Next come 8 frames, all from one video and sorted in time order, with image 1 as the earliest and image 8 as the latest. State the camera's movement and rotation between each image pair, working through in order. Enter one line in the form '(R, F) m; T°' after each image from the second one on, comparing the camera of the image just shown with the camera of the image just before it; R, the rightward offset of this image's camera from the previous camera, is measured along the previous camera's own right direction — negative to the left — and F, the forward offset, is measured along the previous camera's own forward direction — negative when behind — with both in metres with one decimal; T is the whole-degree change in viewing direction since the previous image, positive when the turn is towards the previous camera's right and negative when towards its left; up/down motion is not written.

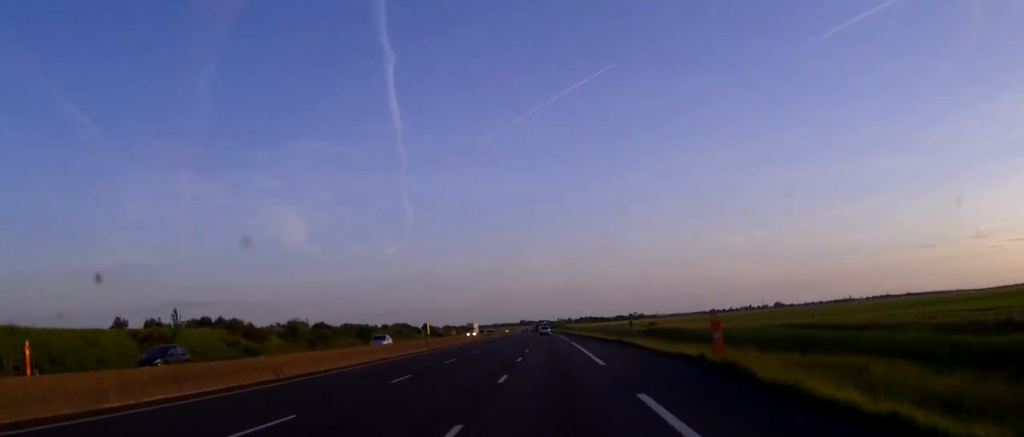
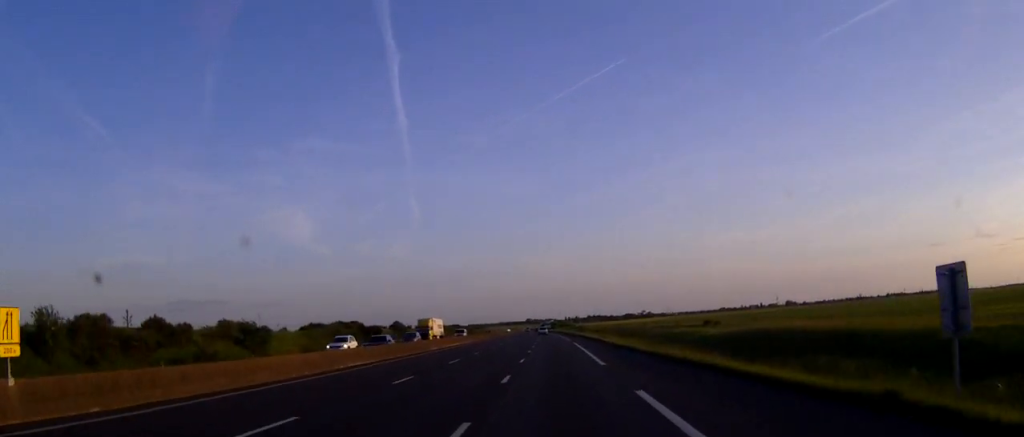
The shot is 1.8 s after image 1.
(-0.3, +50.6) m; 0°
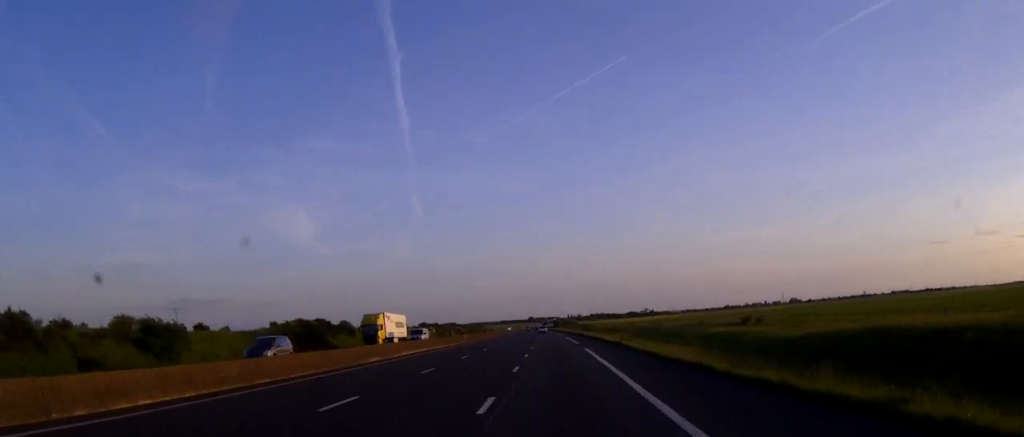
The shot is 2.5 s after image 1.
(0.0, +20.7) m; 0°
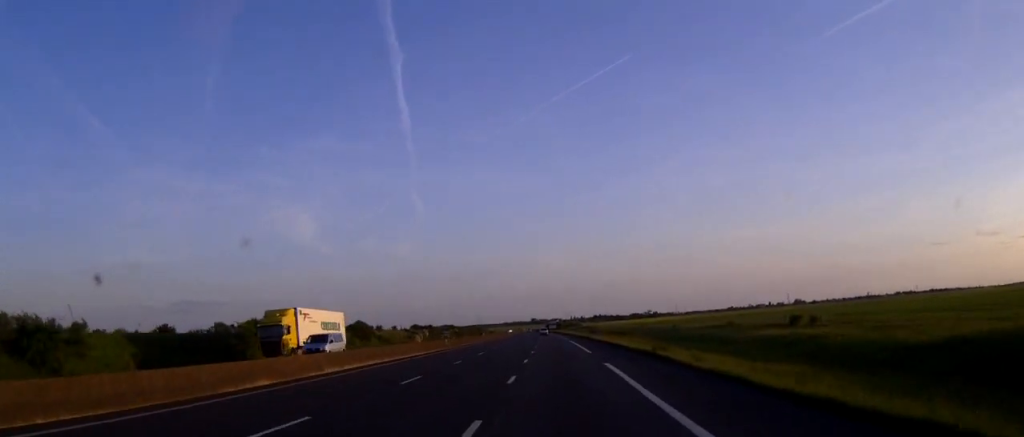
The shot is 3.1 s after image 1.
(0.0, +17.0) m; 0°
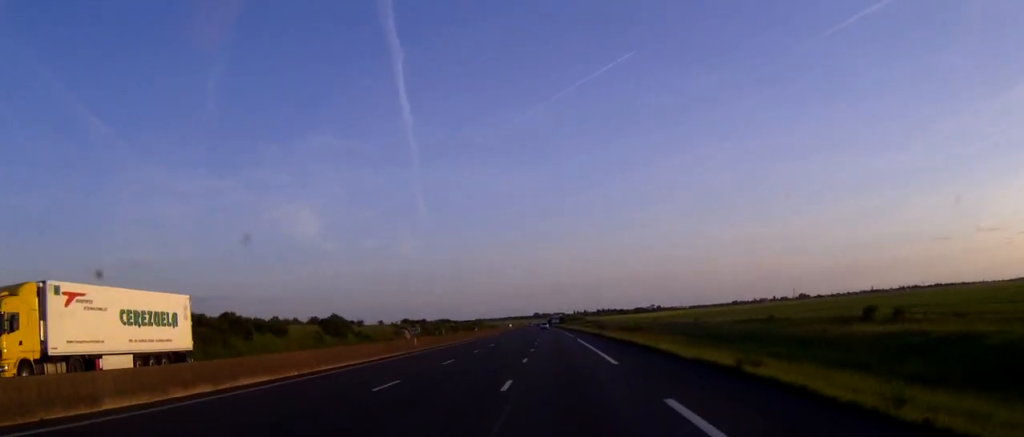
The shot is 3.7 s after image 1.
(0.0, +17.0) m; 0°
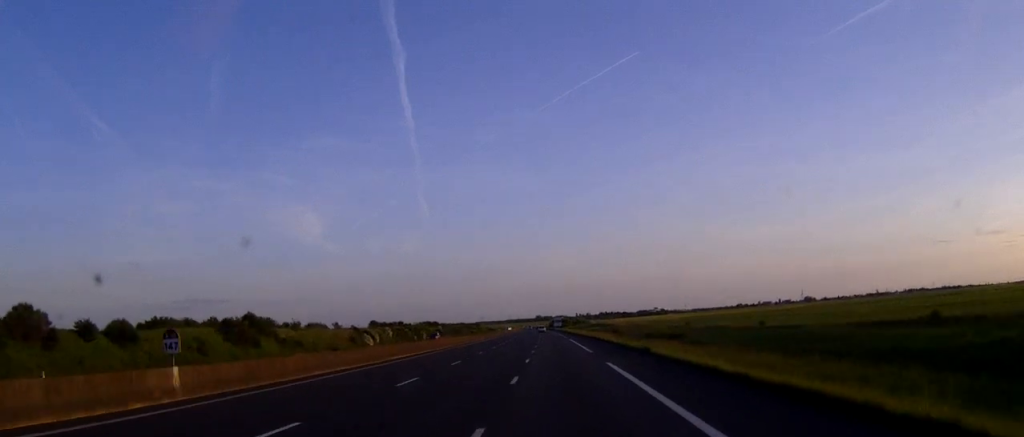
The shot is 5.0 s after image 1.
(0.0, +35.0) m; 0°
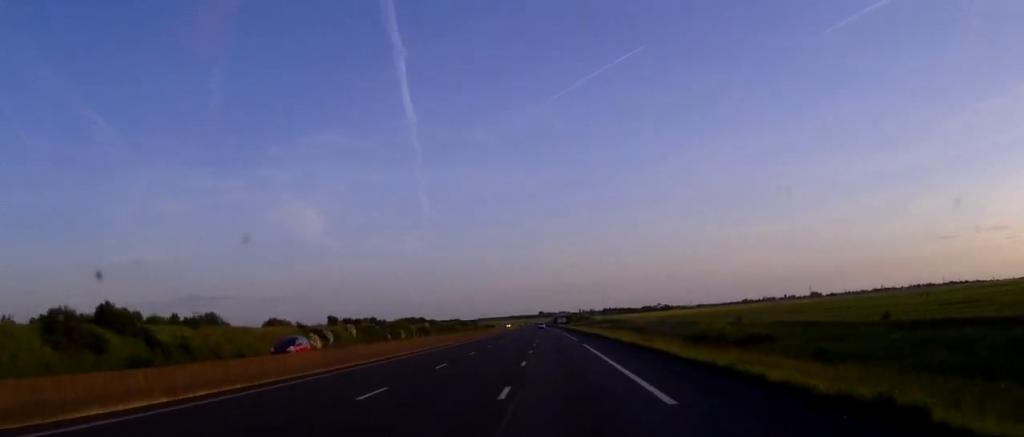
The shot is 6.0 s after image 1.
(-0.1, +30.4) m; 0°
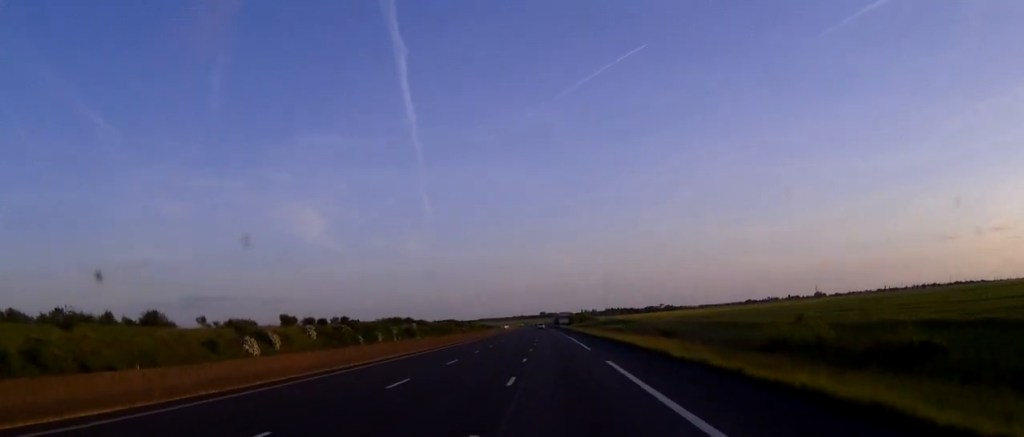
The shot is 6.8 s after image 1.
(0.0, +21.8) m; 0°
